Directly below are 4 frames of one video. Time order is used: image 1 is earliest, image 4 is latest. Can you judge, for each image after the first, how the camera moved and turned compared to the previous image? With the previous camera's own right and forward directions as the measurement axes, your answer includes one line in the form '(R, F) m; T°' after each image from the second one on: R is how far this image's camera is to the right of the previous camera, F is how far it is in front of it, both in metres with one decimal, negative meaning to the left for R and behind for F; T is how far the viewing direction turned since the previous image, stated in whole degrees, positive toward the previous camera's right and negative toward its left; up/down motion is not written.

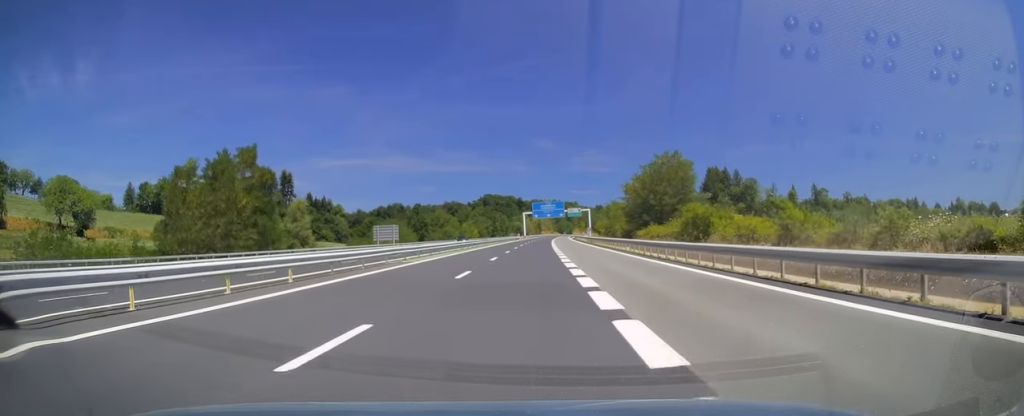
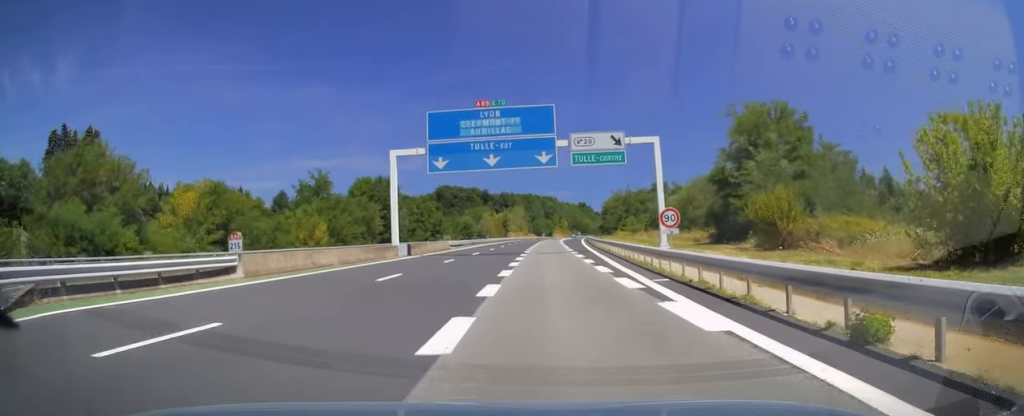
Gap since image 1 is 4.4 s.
(+3.4, +129.3) m; +3°
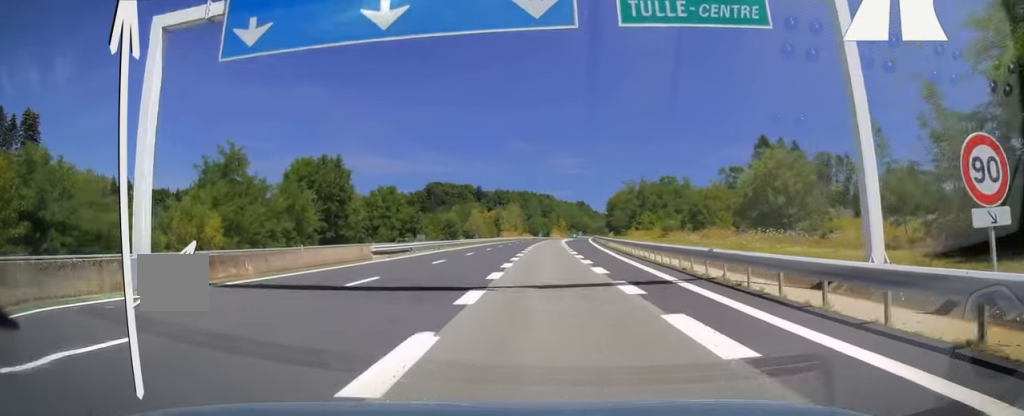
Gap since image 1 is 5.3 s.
(-0.2, +28.0) m; 0°
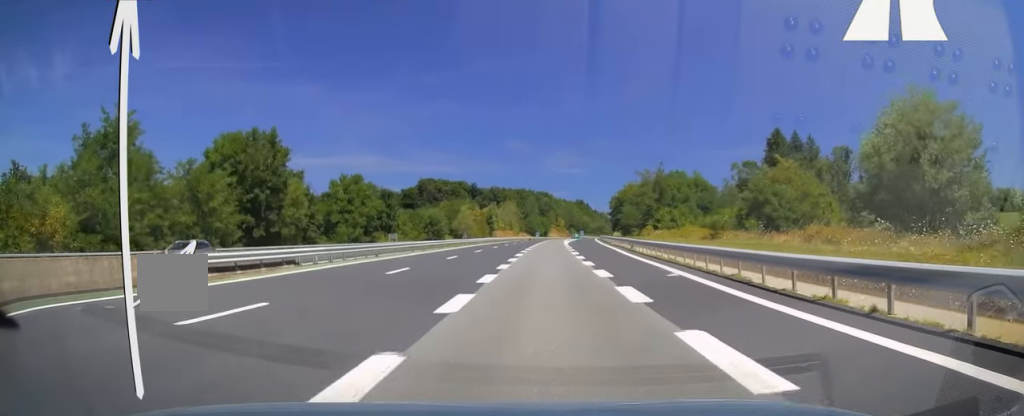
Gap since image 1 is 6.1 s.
(+0.1, +21.1) m; 0°
